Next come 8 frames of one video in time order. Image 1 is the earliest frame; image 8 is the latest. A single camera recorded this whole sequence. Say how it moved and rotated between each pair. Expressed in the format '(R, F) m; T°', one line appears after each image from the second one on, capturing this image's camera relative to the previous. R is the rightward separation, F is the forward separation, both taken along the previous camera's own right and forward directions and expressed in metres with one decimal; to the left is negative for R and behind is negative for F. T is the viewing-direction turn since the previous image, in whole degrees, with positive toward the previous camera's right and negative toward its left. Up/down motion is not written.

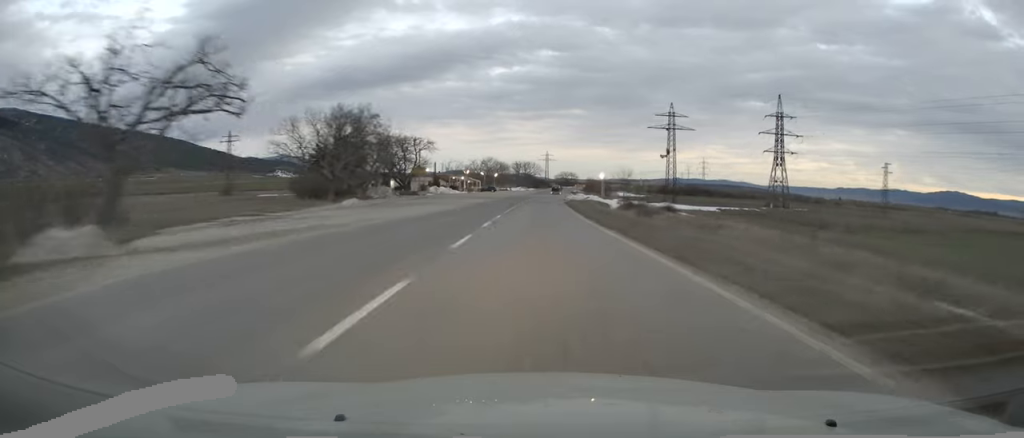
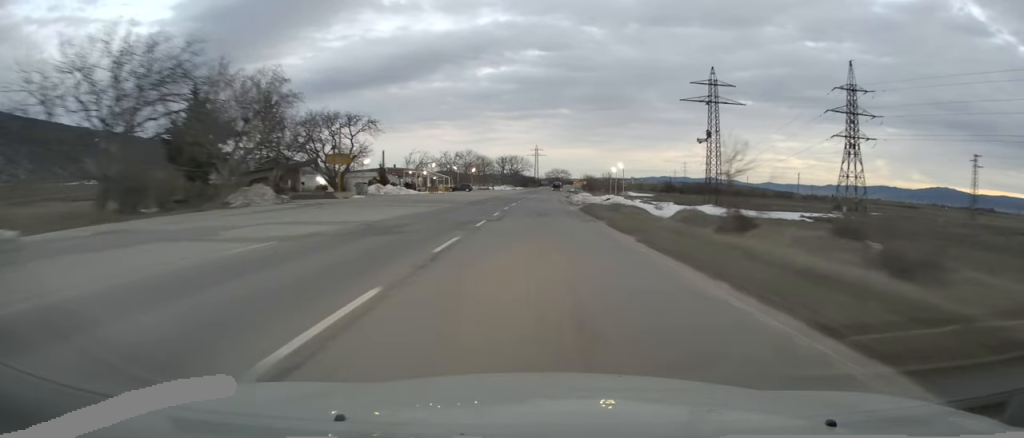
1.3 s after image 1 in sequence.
(+0.7, +31.9) m; +2°
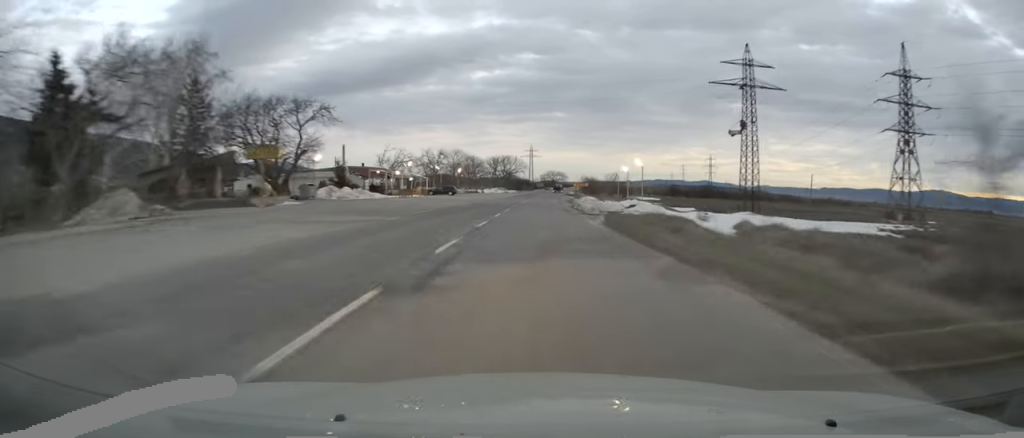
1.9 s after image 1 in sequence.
(+0.2, +15.1) m; 0°
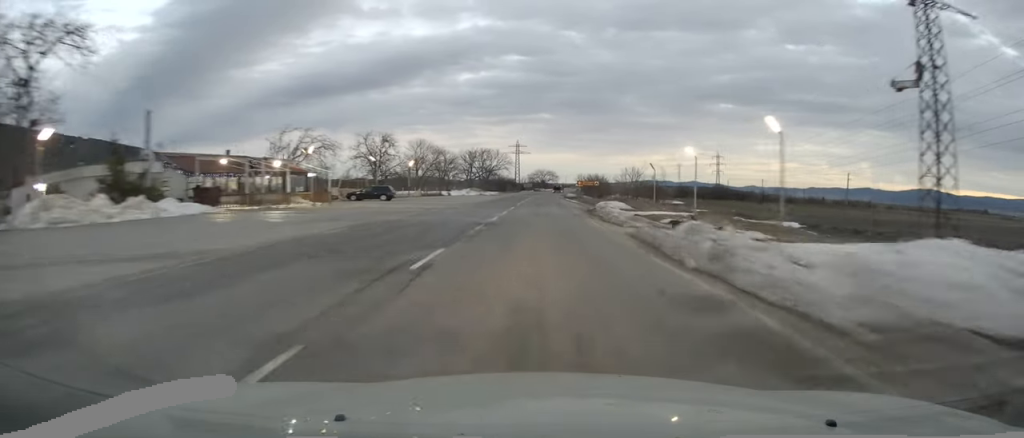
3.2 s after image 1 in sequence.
(+0.1, +33.4) m; +1°
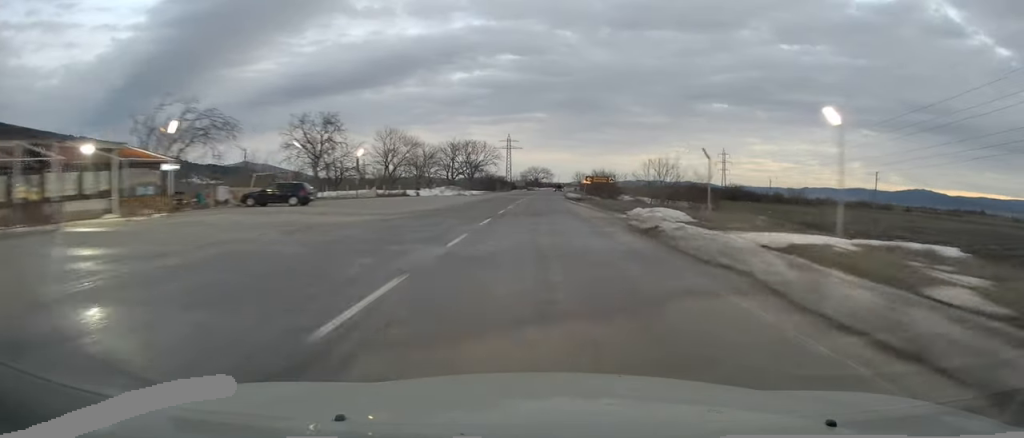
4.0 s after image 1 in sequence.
(+0.1, +19.2) m; +1°
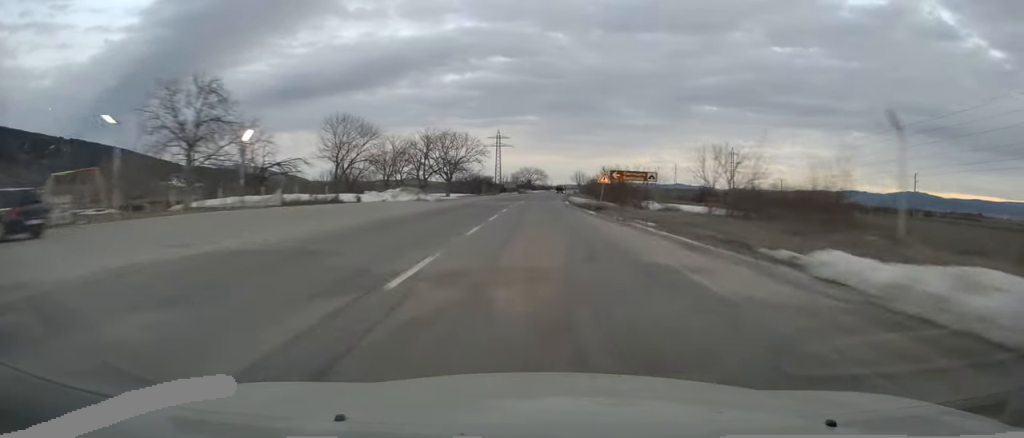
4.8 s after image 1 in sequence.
(+0.2, +20.7) m; 0°
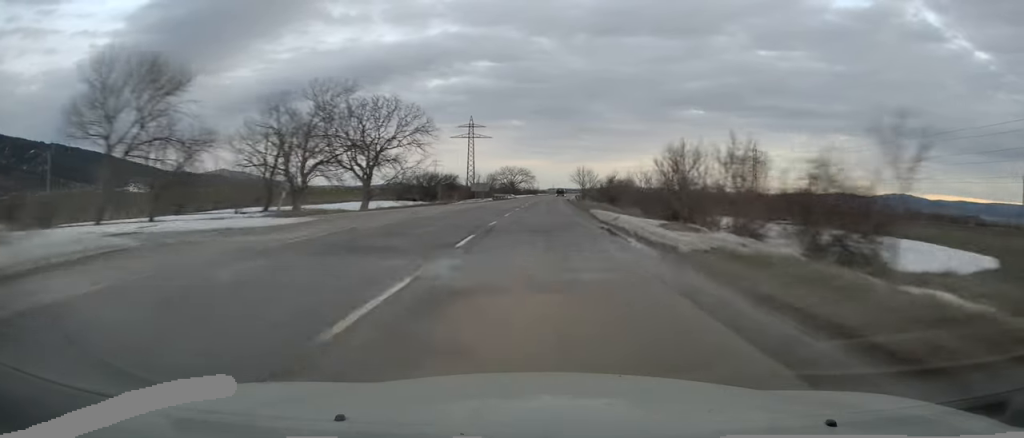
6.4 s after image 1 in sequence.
(+0.2, +40.5) m; +1°
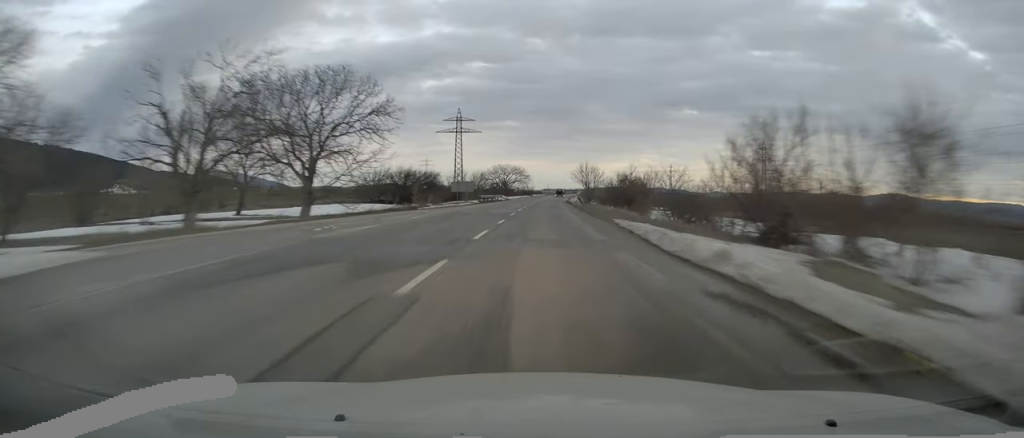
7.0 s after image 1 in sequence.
(0.0, +13.2) m; +1°
